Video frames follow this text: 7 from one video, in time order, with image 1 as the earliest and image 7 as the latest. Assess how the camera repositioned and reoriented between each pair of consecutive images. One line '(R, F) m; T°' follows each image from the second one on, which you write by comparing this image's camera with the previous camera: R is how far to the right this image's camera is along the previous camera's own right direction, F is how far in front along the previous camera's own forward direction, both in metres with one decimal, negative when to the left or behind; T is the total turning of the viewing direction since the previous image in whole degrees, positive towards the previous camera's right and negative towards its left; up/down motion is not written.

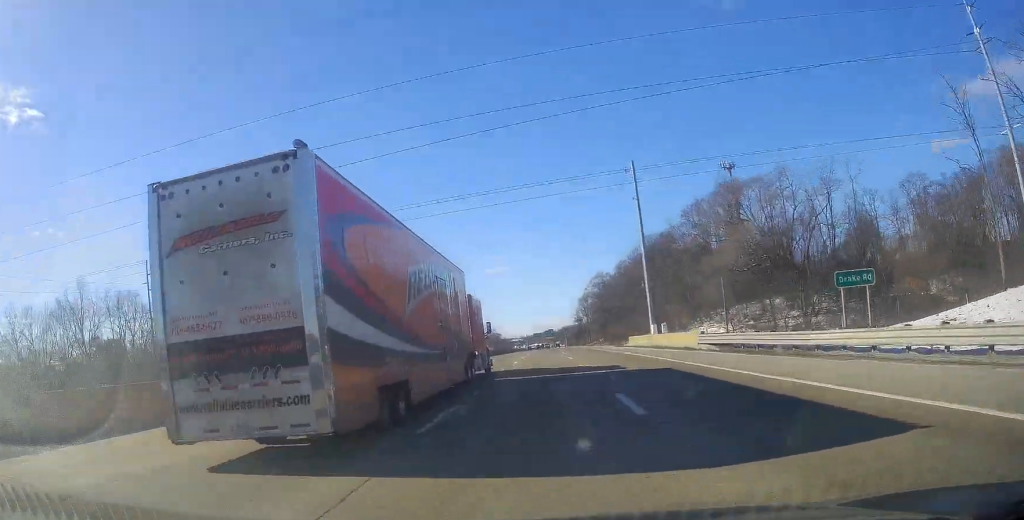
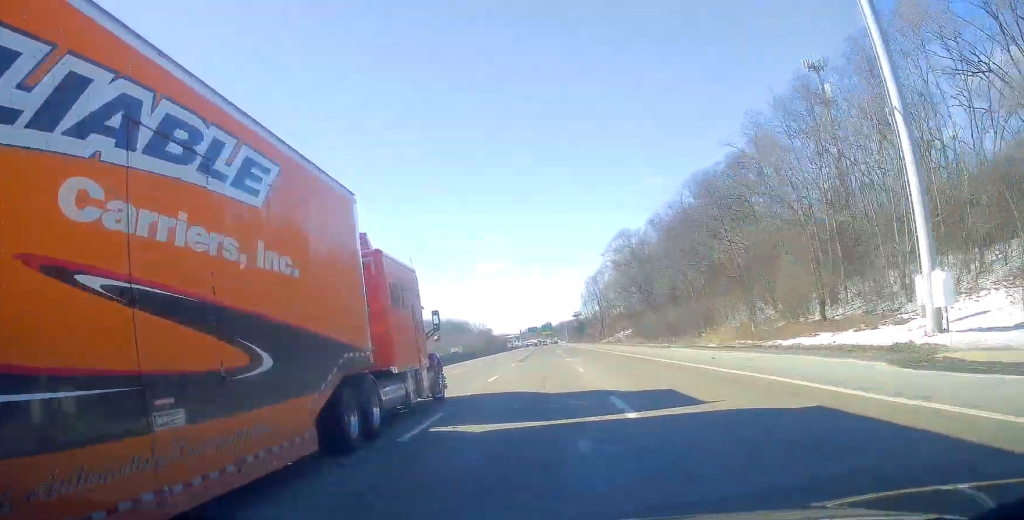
(-0.2, +61.7) m; 0°
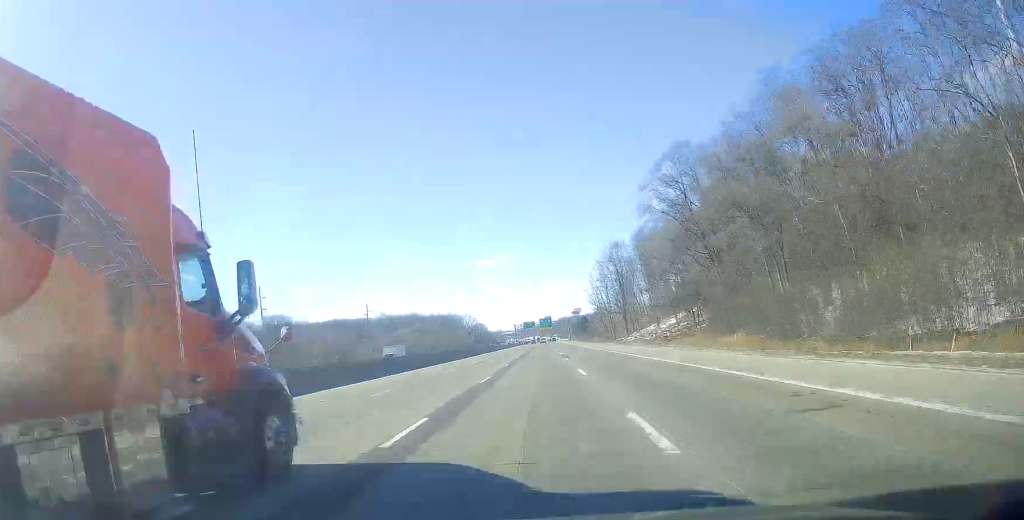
(-0.1, +49.0) m; 0°
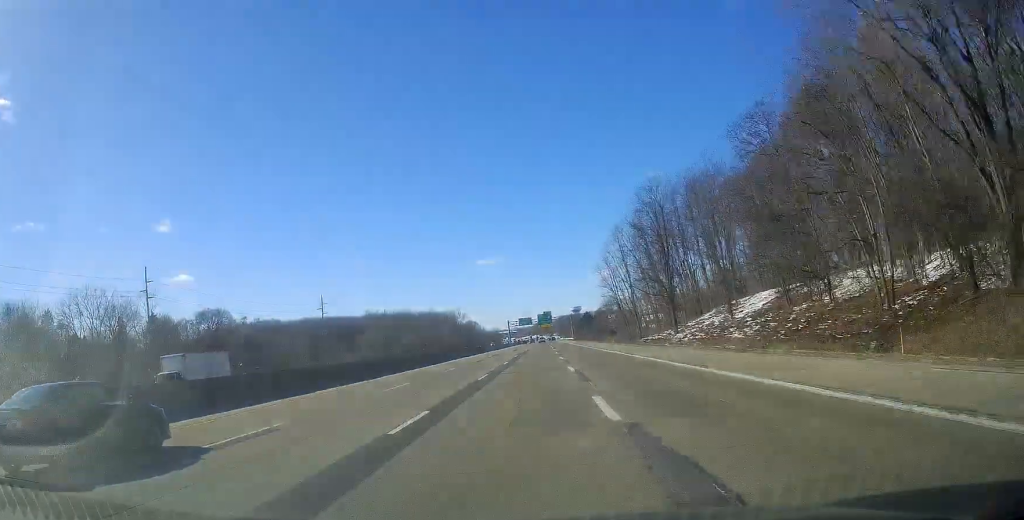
(+0.4, +42.7) m; -1°
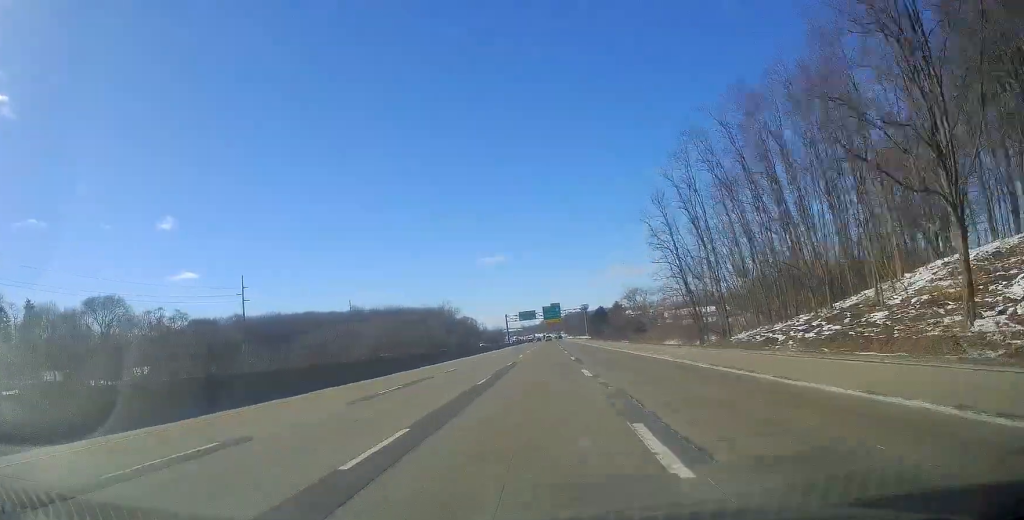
(-1.0, +50.6) m; 0°
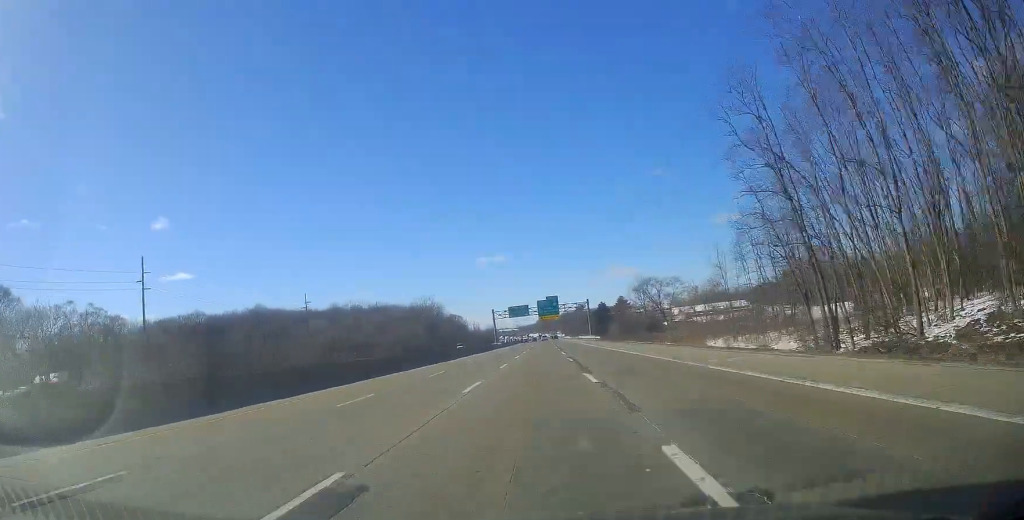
(+0.4, +33.1) m; +1°
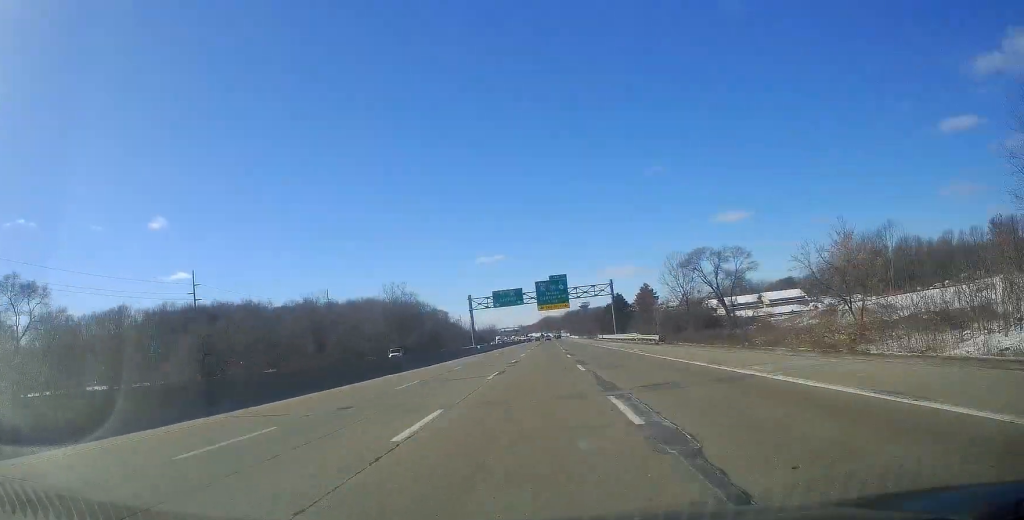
(+0.1, +54.5) m; -1°
